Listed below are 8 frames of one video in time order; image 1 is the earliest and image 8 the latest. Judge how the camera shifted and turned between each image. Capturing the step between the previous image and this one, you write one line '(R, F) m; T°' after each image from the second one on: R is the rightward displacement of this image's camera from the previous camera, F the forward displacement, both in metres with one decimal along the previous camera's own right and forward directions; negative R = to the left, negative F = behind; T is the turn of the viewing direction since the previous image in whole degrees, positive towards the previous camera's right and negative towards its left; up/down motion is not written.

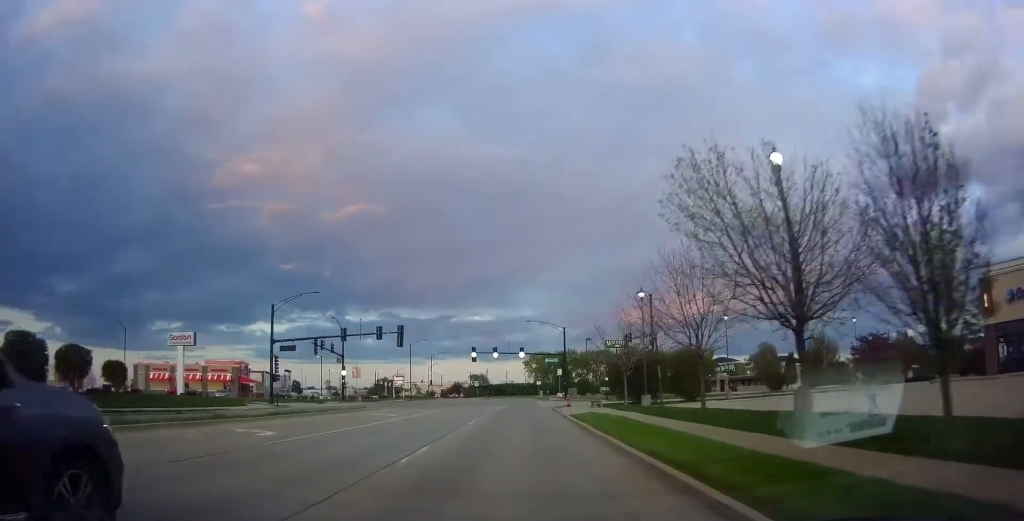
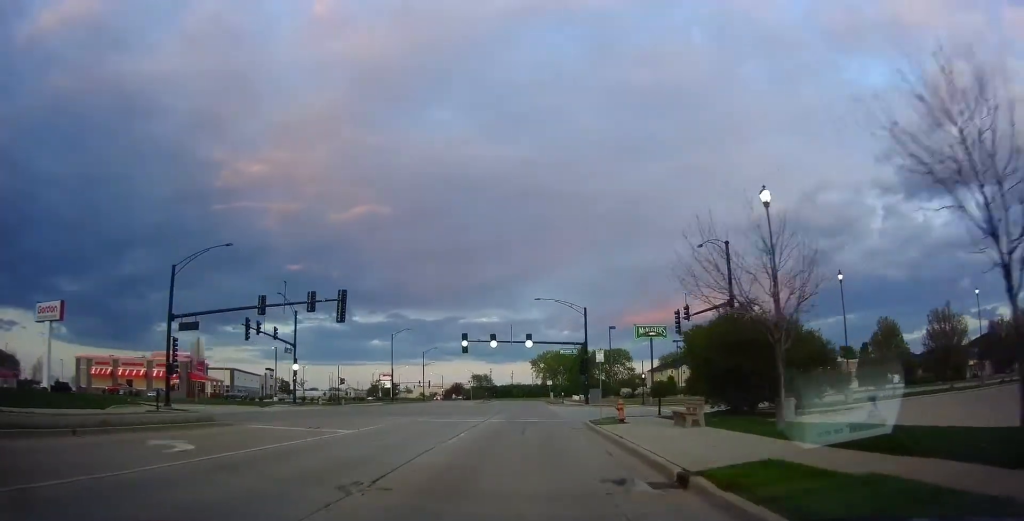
(-0.1, +20.0) m; 0°
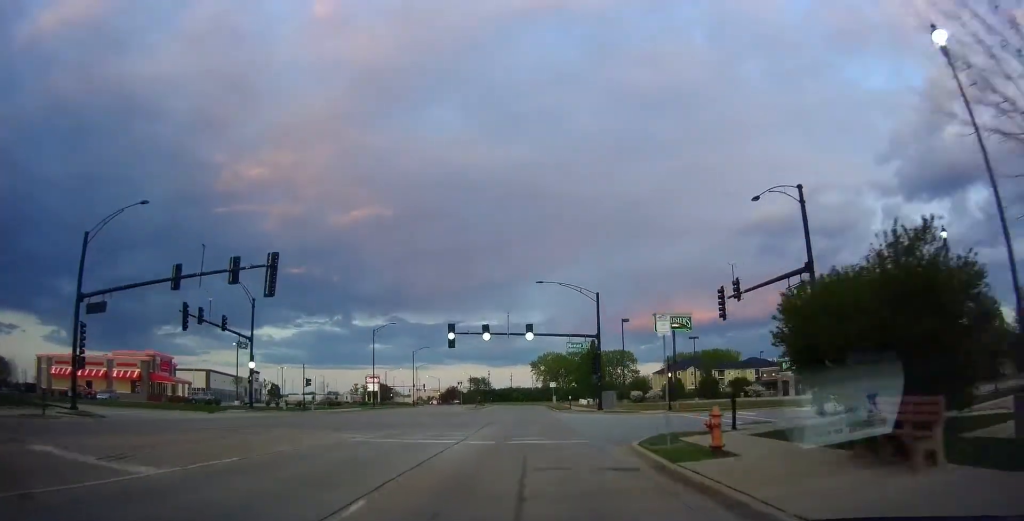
(+0.1, +11.7) m; 0°
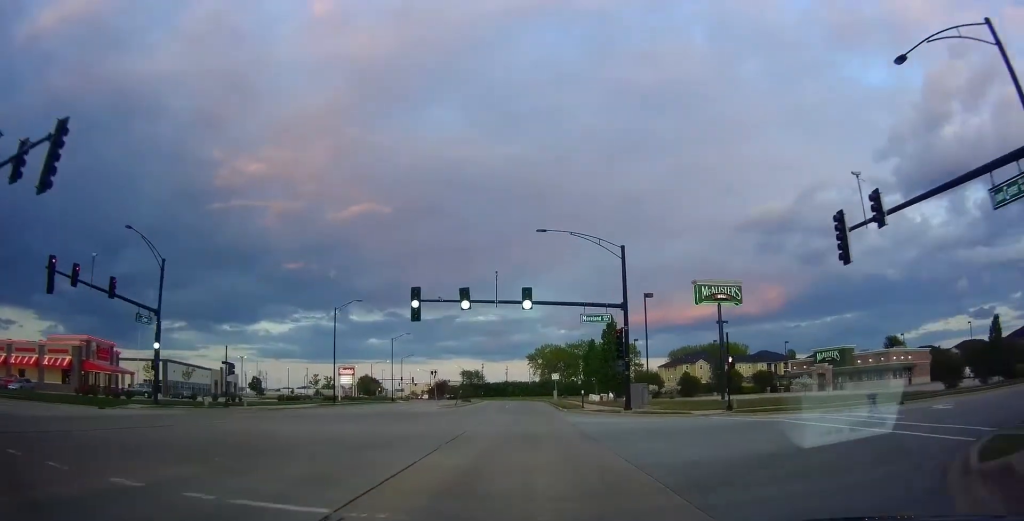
(0.0, +15.1) m; -1°
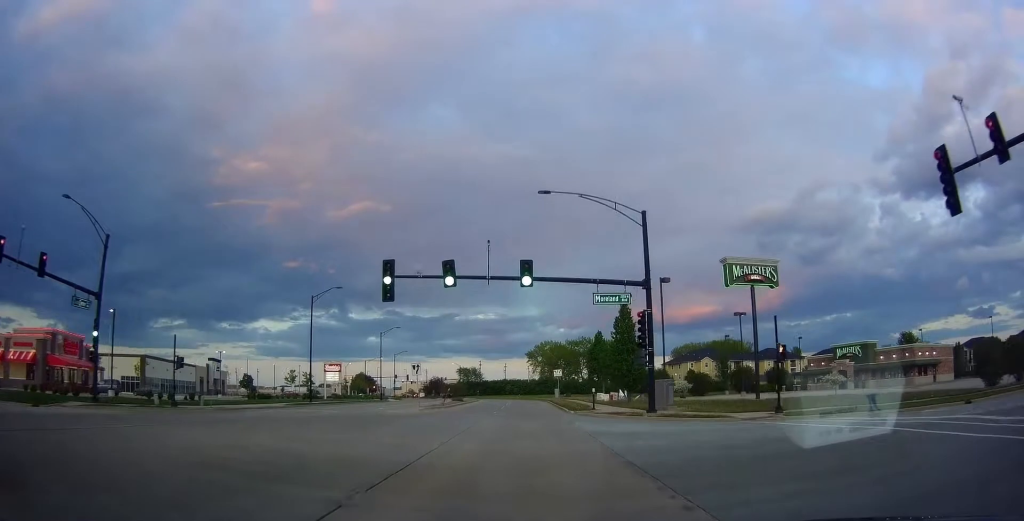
(0.0, +7.3) m; -1°
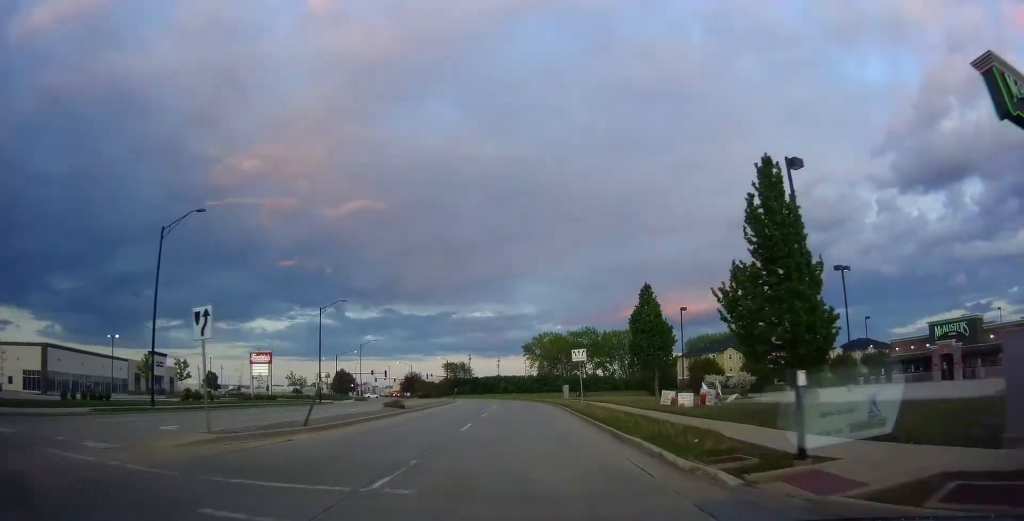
(-0.1, +25.6) m; +1°
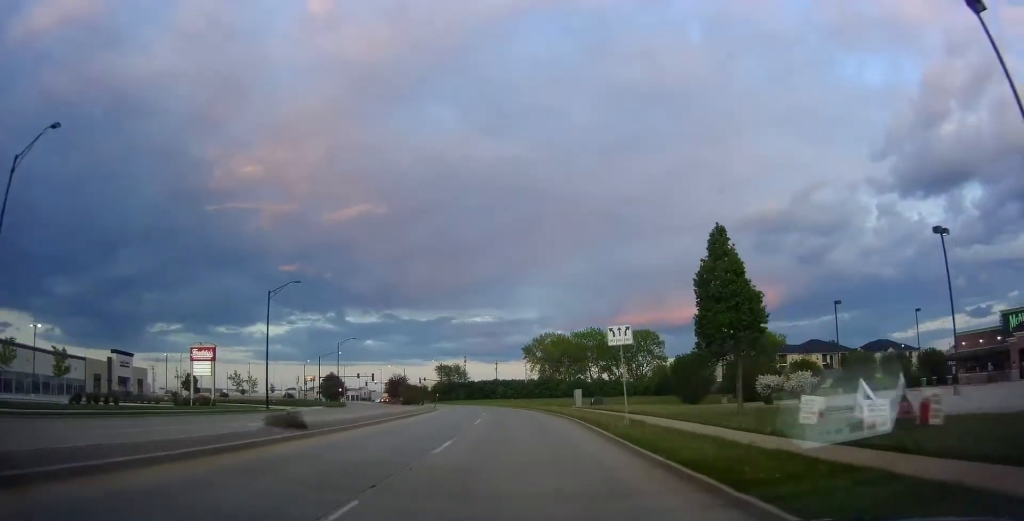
(+0.1, +13.3) m; +1°
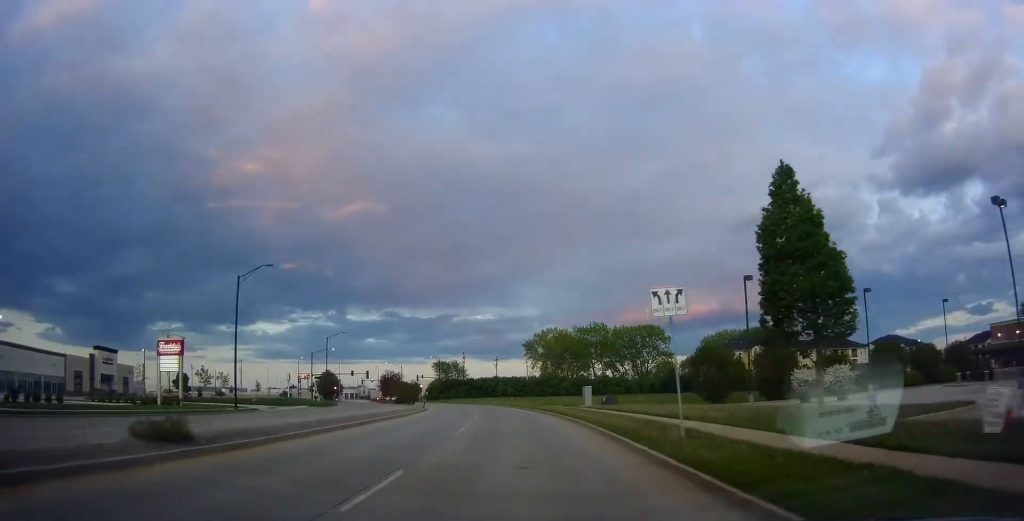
(+0.1, +6.7) m; 0°
